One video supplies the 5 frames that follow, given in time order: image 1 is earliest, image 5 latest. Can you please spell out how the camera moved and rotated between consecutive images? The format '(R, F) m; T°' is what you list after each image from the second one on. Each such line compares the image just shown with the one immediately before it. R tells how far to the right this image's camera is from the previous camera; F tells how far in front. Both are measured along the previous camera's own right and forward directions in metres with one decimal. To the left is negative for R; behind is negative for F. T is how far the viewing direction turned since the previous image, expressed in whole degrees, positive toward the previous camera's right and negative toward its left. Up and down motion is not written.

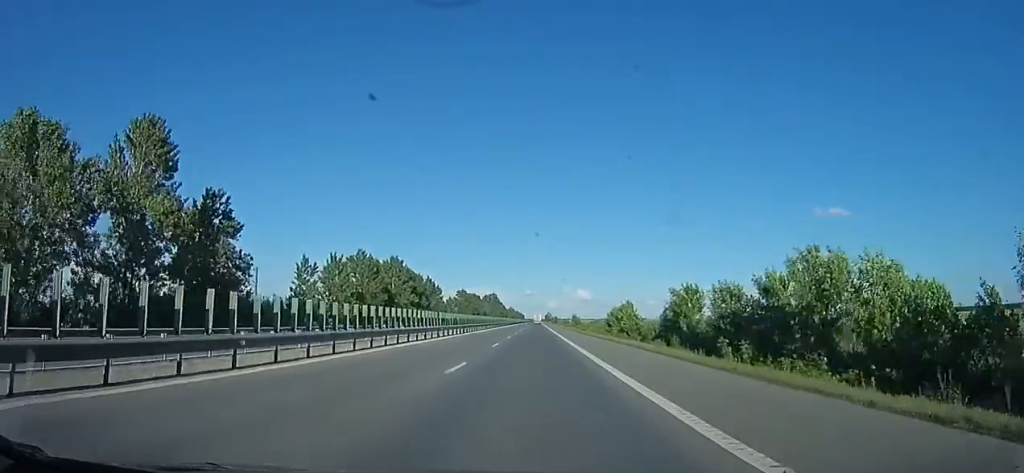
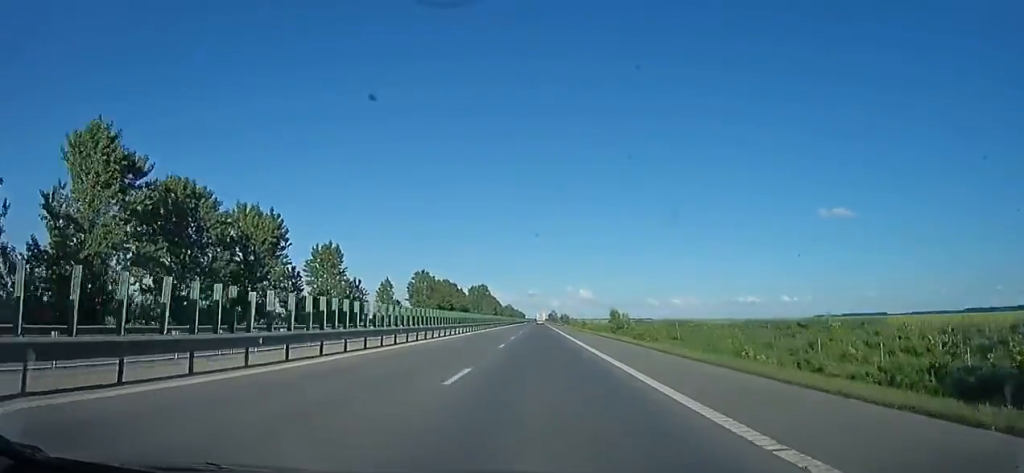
(-0.3, +74.6) m; 0°
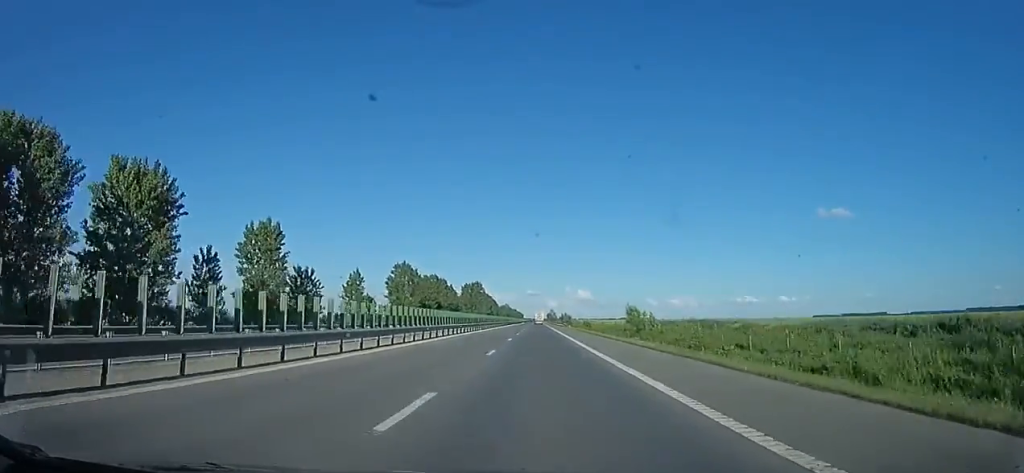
(-0.3, +16.5) m; 0°
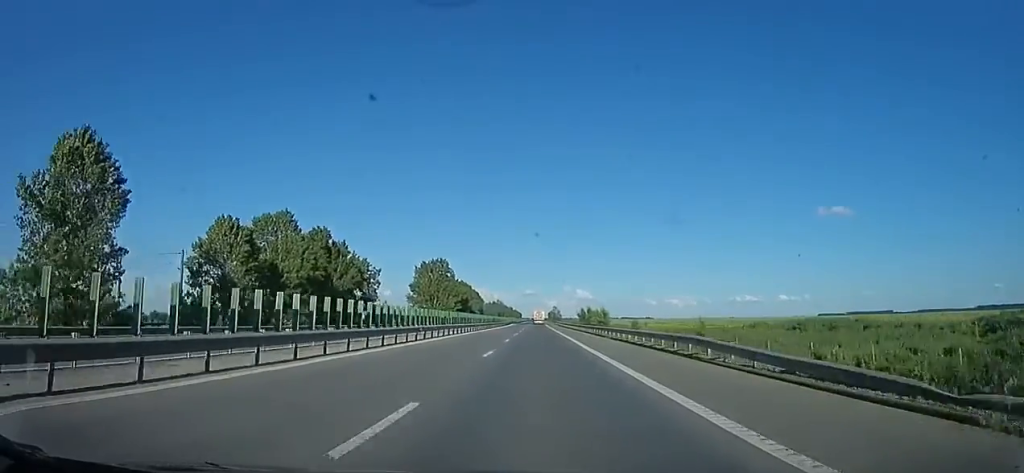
(-0.2, +84.9) m; 0°
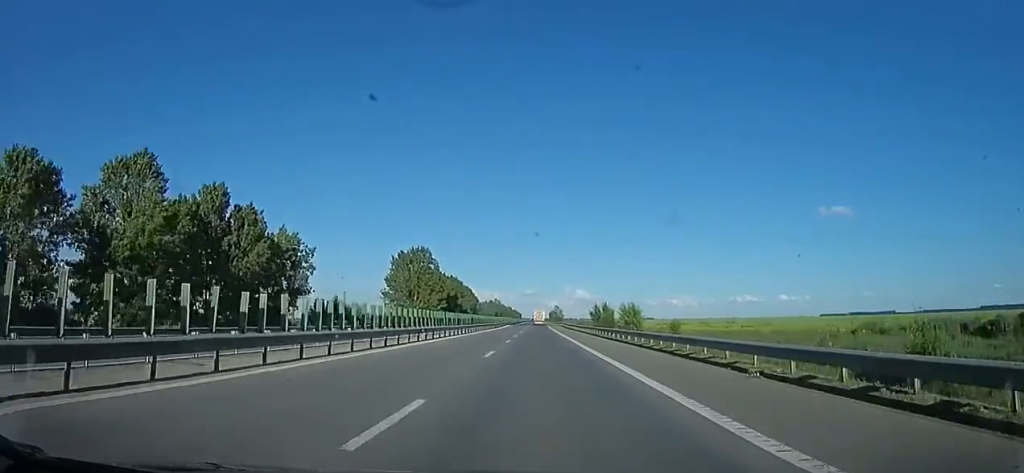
(+0.1, +23.5) m; 0°
